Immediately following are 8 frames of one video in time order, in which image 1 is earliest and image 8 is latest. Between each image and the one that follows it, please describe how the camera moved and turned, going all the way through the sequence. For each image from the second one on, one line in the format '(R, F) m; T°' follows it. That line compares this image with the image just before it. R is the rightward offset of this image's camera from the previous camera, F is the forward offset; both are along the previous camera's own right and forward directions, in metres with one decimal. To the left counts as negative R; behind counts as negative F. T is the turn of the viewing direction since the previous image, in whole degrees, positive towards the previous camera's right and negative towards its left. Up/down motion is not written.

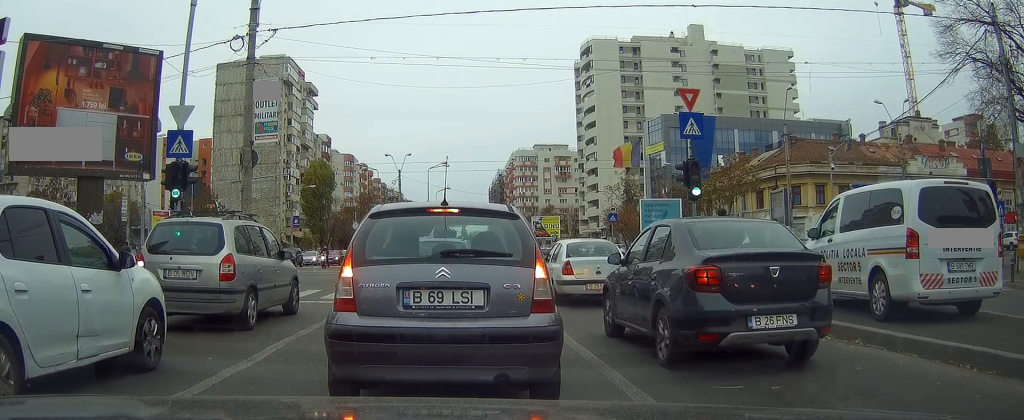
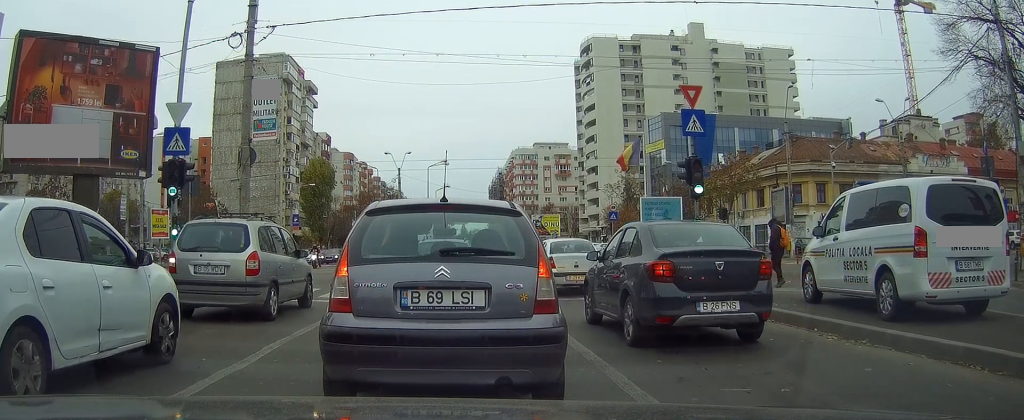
(0.0, 0.0) m; 0°
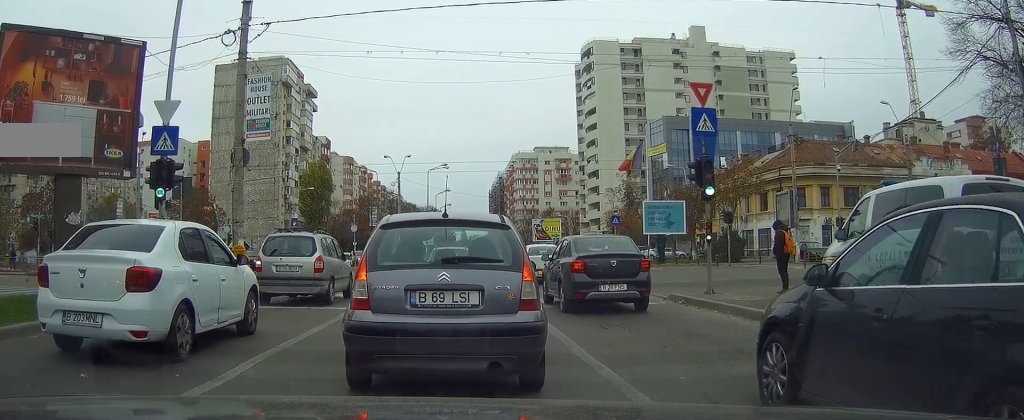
(0.0, 0.0) m; 0°
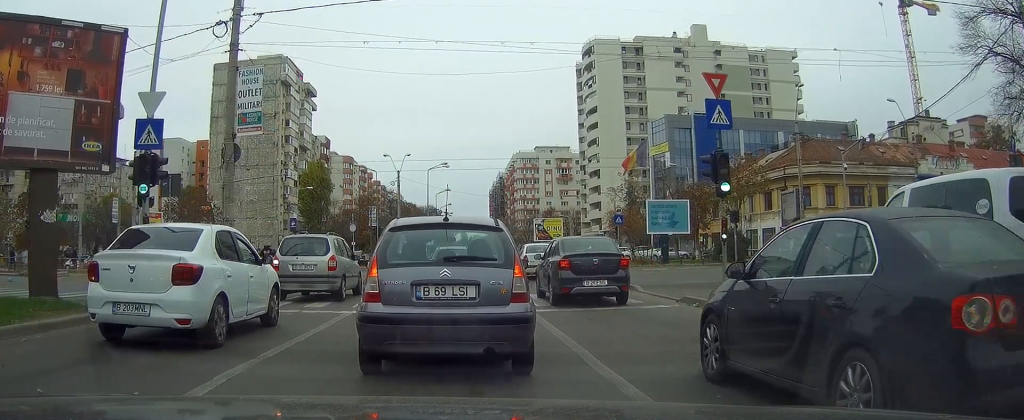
(0.0, +0.9) m; +1°
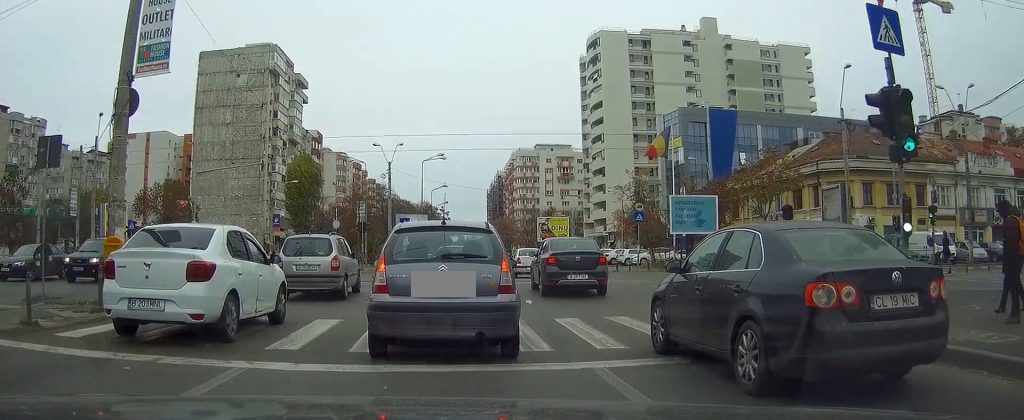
(+0.4, +6.8) m; +6°
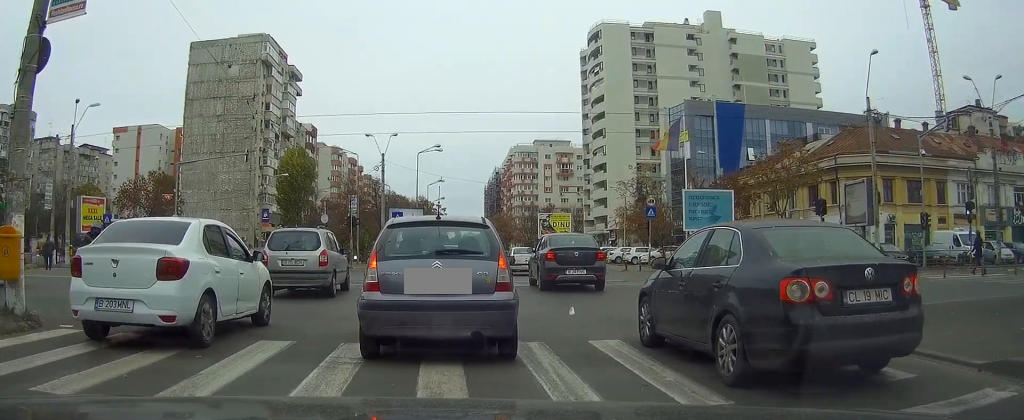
(0.0, +3.1) m; -1°
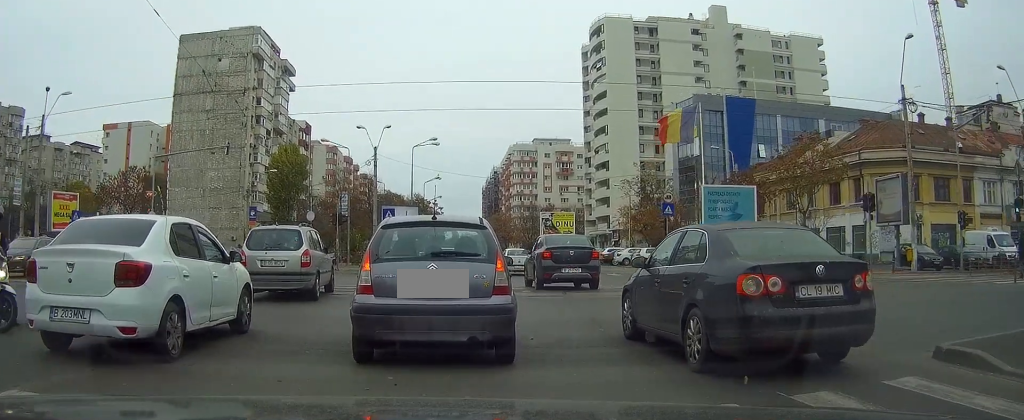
(0.0, +3.8) m; -2°
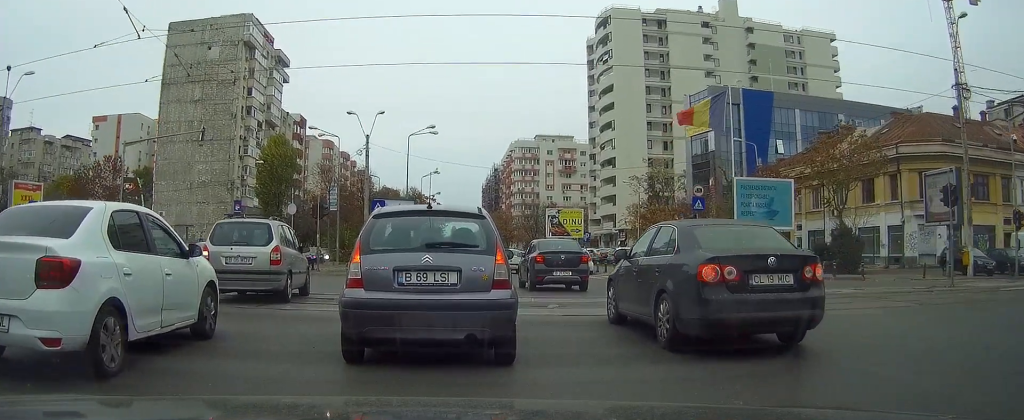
(-0.3, +4.9) m; -2°
